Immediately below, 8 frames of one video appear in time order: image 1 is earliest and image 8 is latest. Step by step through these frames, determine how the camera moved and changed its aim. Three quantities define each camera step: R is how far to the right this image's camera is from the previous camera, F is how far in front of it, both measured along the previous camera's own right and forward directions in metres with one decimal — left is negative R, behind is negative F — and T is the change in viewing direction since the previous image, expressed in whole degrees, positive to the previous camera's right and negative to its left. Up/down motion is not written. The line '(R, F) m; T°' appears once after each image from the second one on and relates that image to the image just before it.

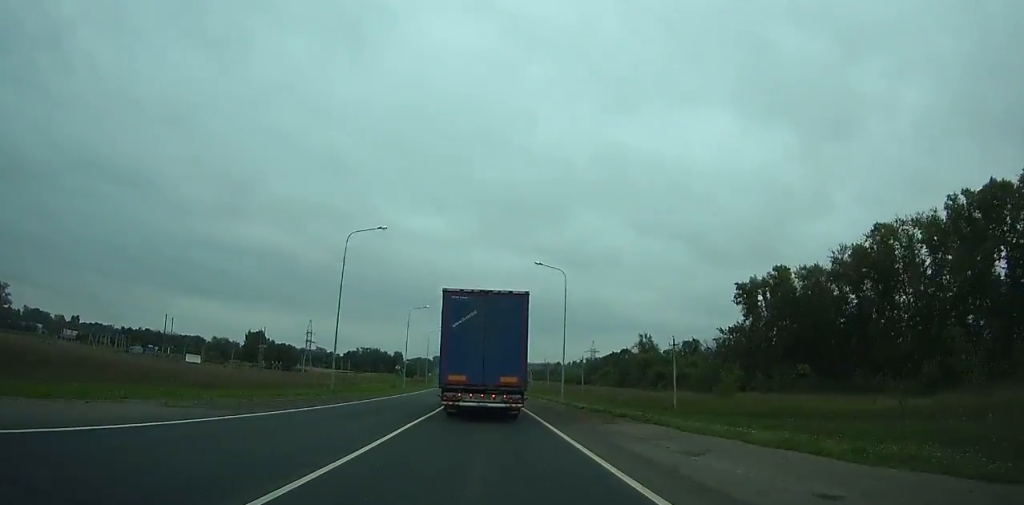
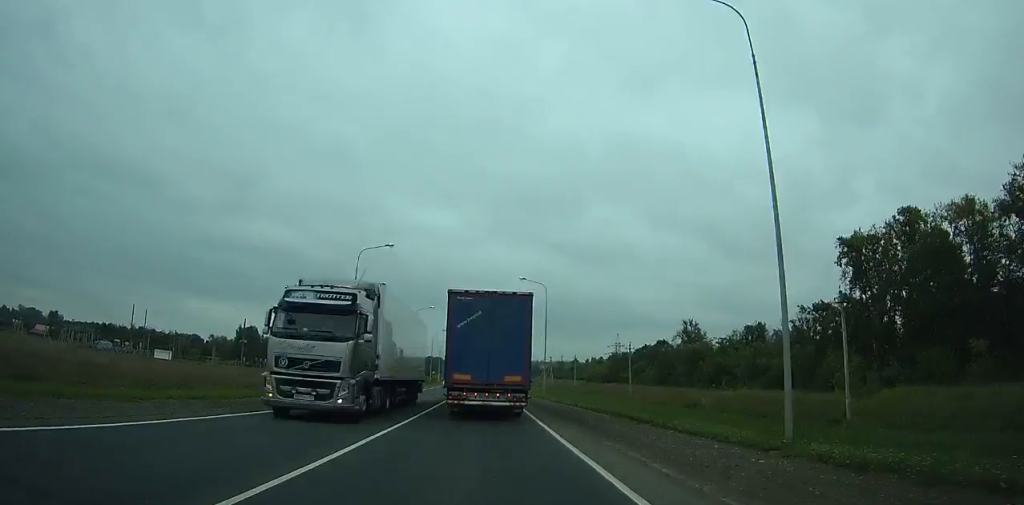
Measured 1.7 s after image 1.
(-0.7, +34.6) m; -1°
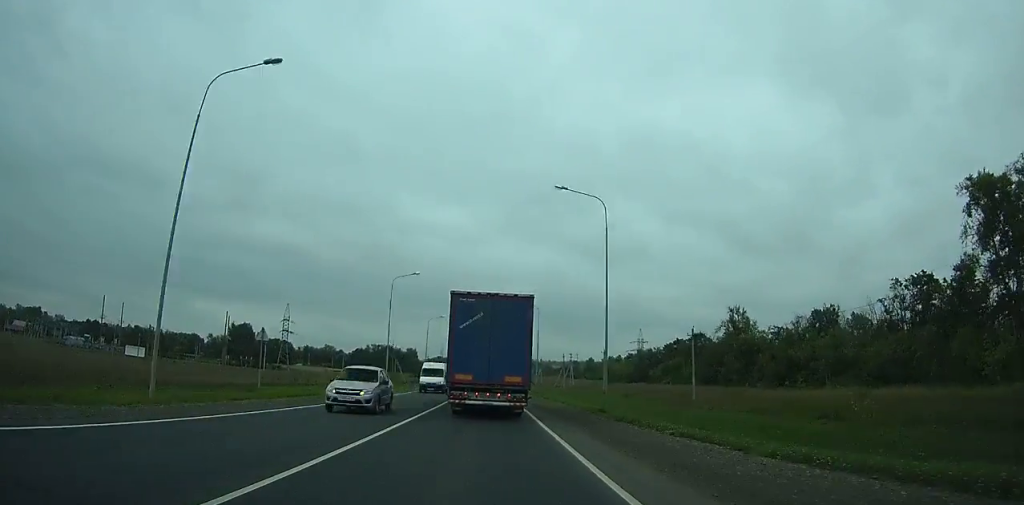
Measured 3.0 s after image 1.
(0.0, +26.5) m; -1°
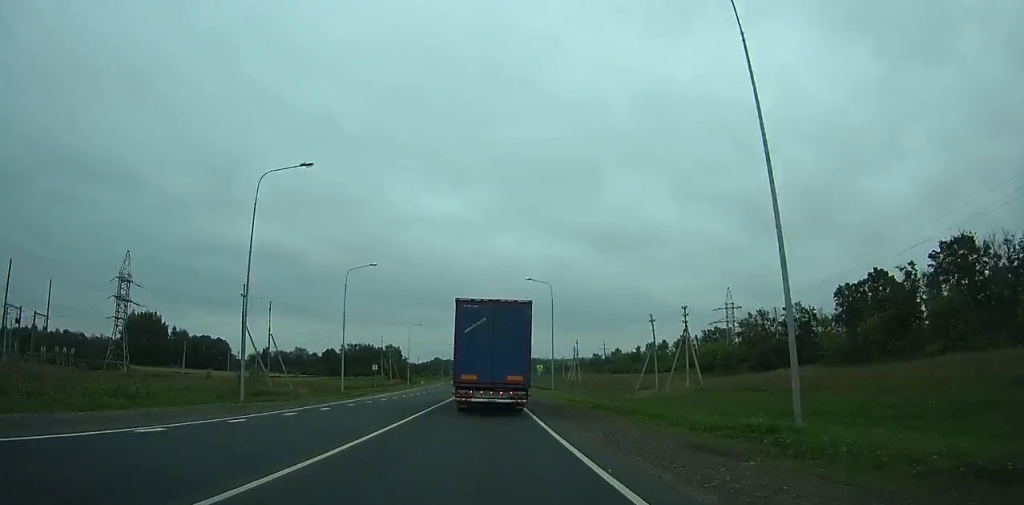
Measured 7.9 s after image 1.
(-2.0, +104.9) m; -1°
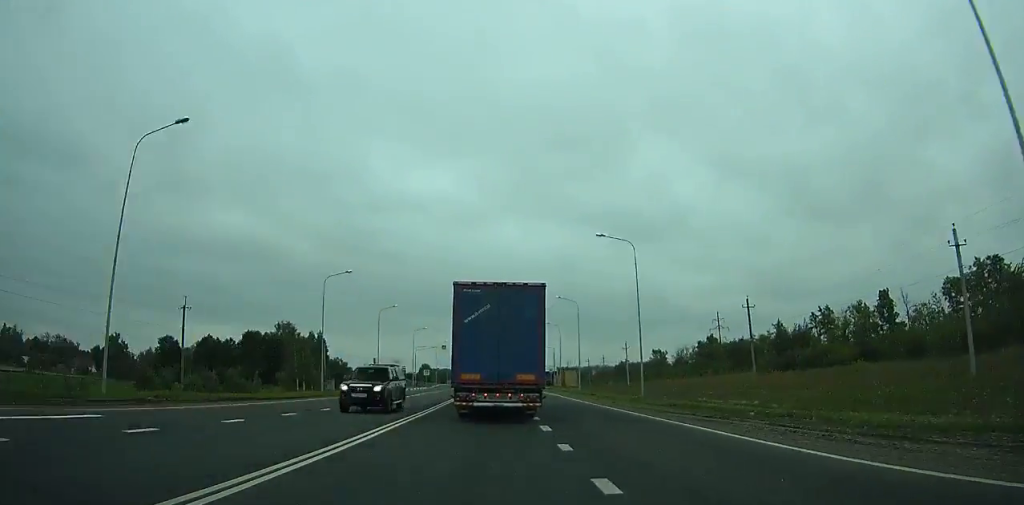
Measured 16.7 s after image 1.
(0.0, +191.3) m; 0°
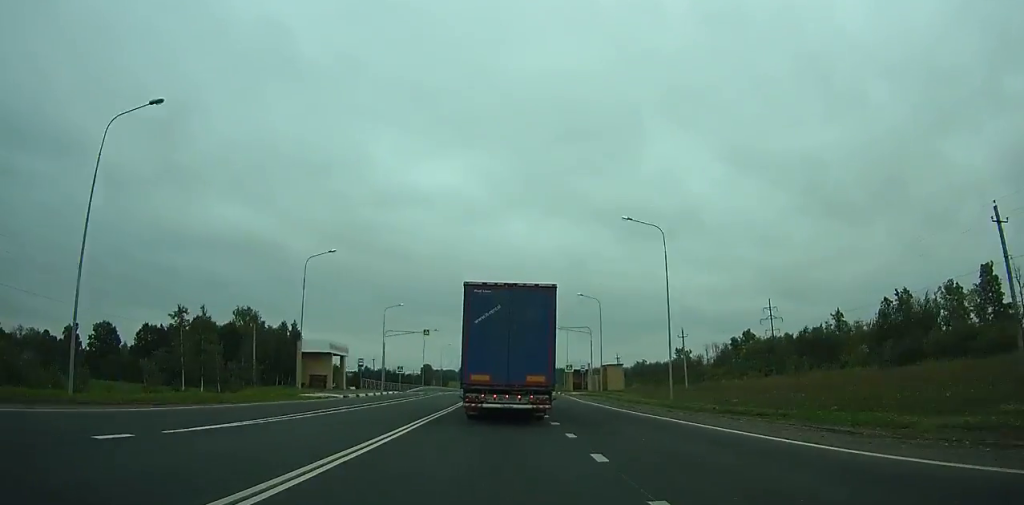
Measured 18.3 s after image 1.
(0.0, +34.1) m; 0°
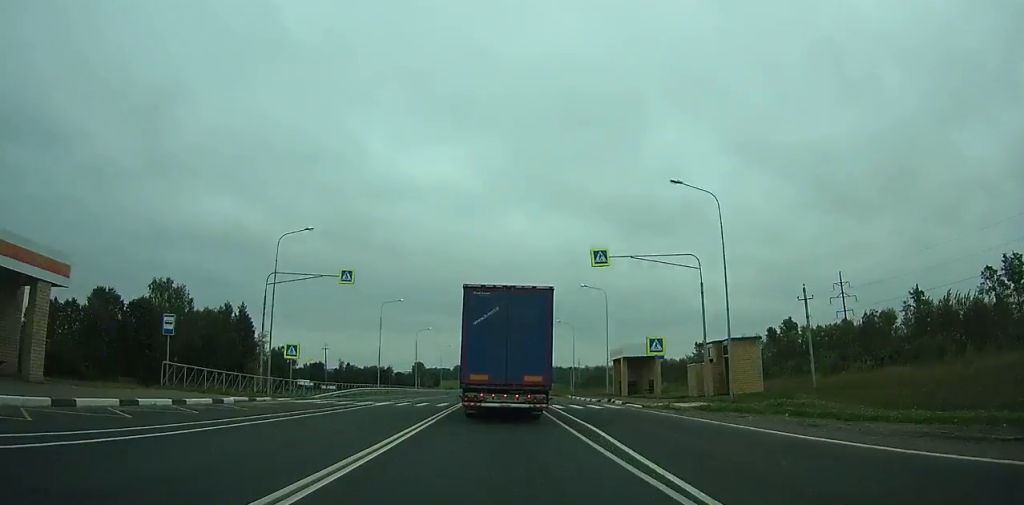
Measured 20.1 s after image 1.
(-0.1, +37.7) m; 0°
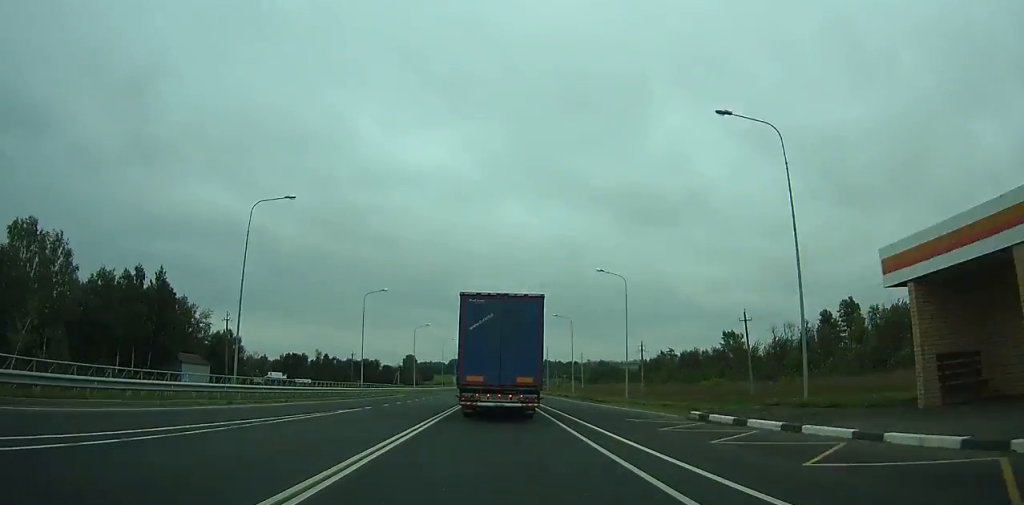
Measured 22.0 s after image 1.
(0.0, +39.6) m; 0°
